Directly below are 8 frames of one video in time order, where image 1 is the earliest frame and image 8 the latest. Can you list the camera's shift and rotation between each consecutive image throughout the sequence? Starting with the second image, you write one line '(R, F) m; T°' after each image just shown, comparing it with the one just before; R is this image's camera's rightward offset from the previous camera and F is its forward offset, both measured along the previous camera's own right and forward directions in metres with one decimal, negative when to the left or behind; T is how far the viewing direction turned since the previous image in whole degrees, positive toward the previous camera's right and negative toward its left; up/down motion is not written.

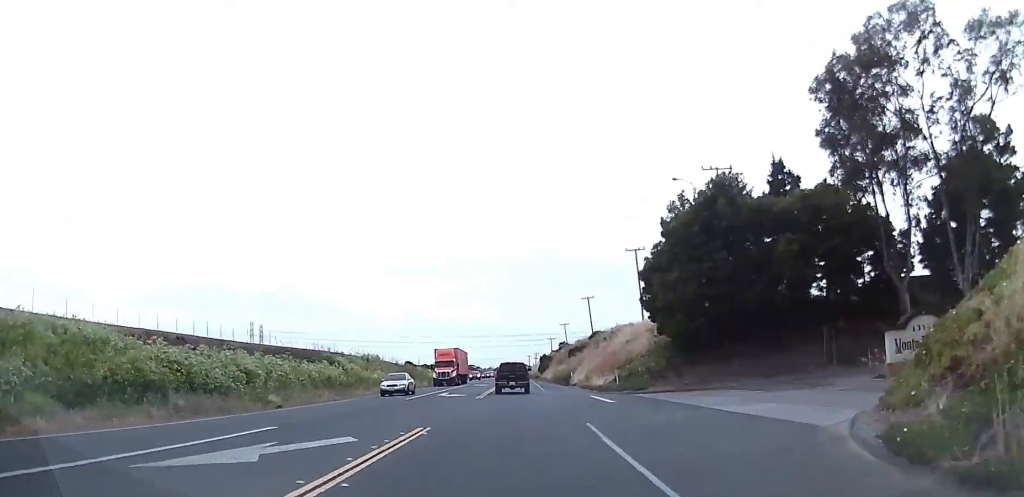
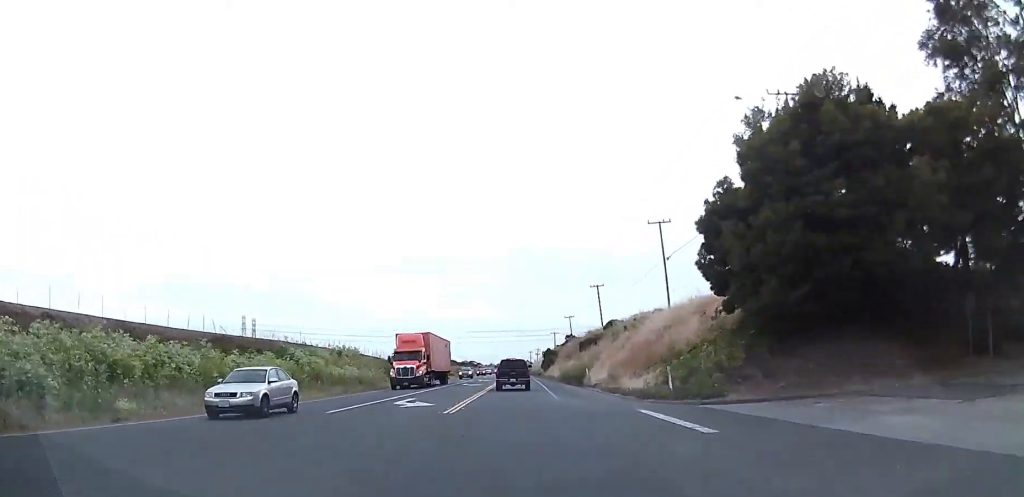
(+0.1, +14.5) m; 0°
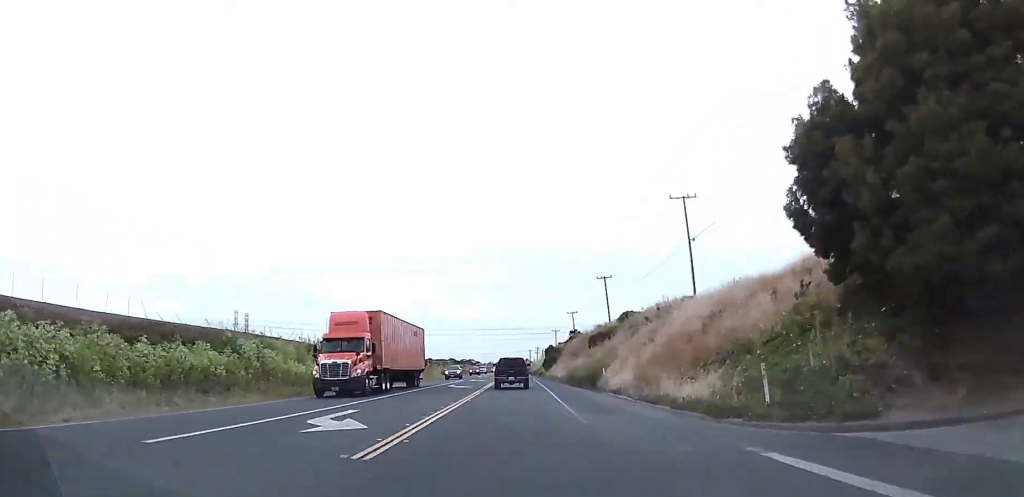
(+0.4, +10.7) m; -1°
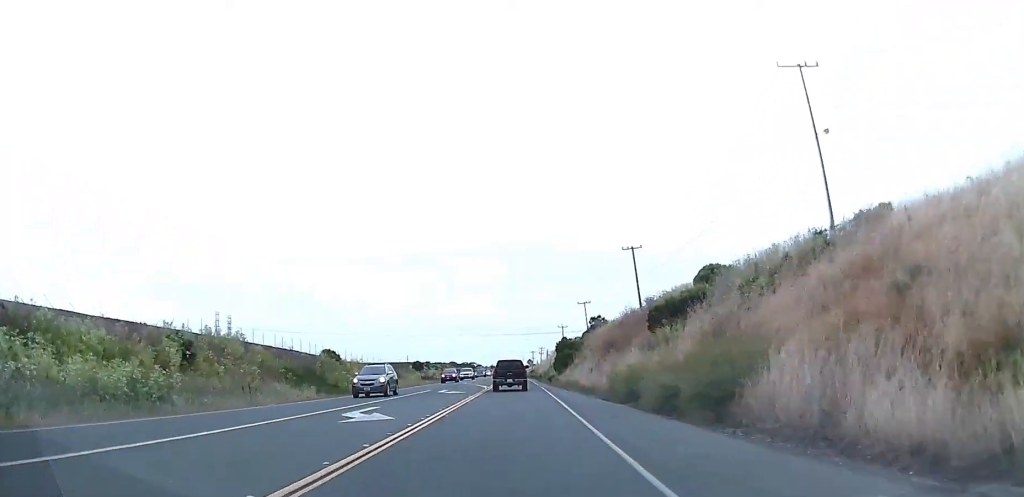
(-1.0, +27.8) m; -2°
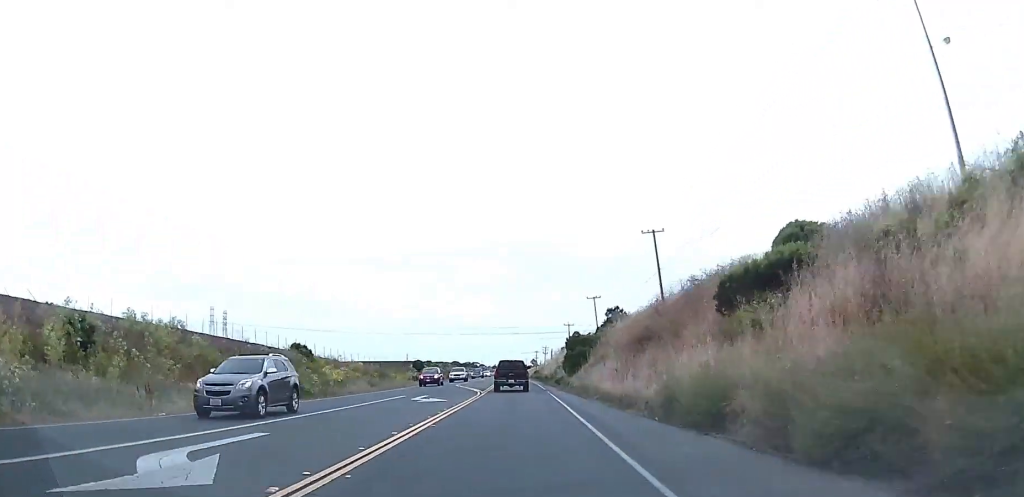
(+0.2, +10.9) m; 0°
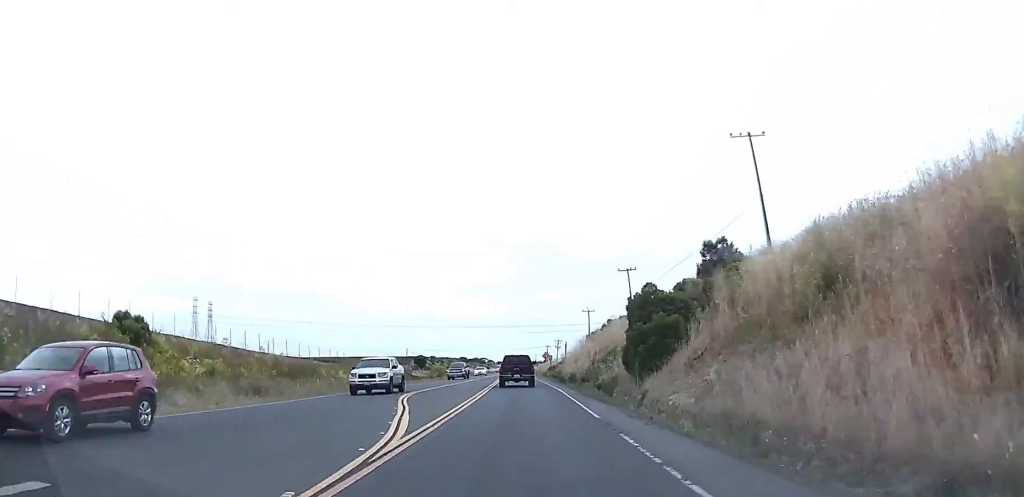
(+0.4, +29.4) m; +1°
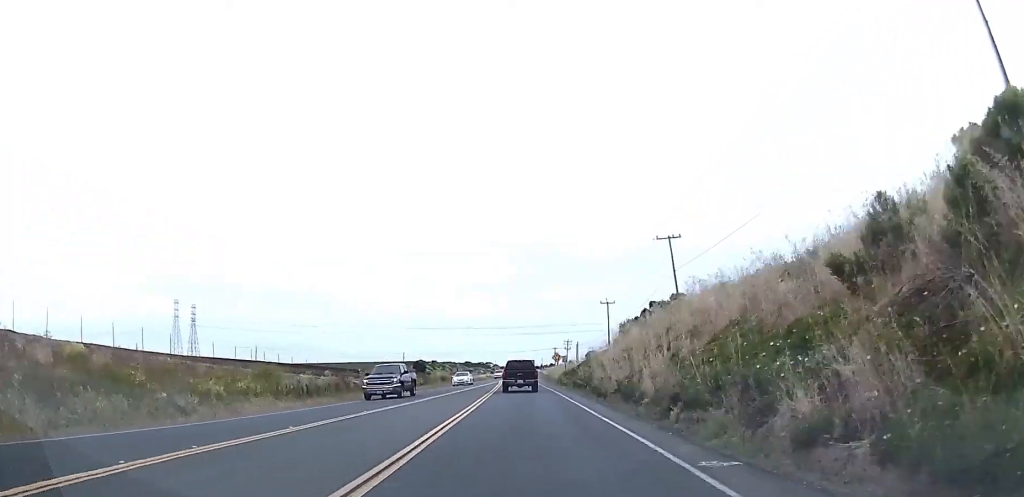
(0.0, +24.0) m; -1°
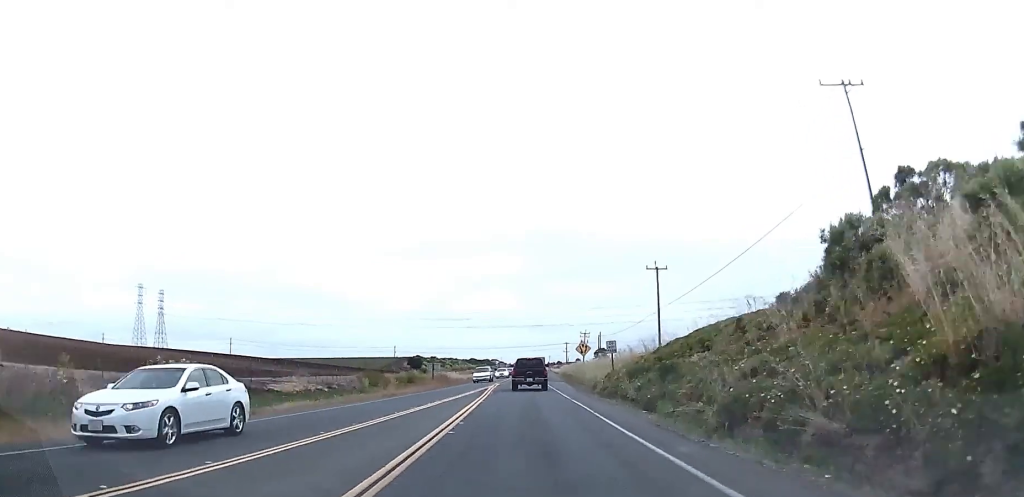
(-1.0, +37.9) m; -2°
